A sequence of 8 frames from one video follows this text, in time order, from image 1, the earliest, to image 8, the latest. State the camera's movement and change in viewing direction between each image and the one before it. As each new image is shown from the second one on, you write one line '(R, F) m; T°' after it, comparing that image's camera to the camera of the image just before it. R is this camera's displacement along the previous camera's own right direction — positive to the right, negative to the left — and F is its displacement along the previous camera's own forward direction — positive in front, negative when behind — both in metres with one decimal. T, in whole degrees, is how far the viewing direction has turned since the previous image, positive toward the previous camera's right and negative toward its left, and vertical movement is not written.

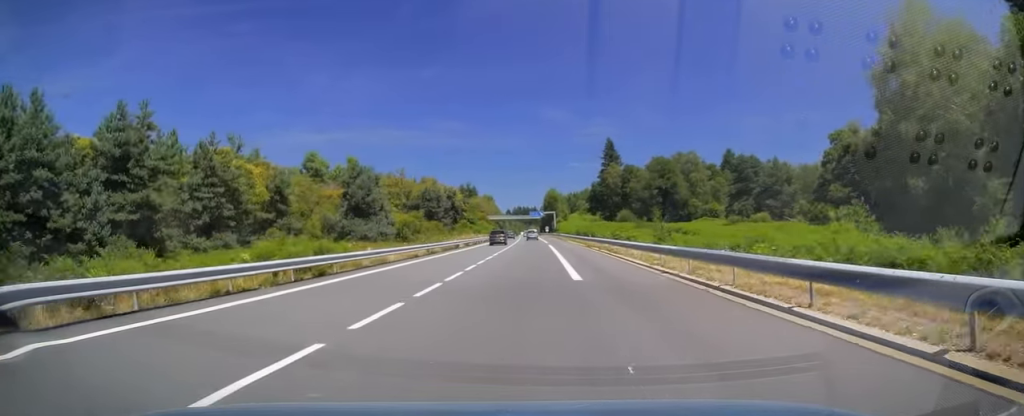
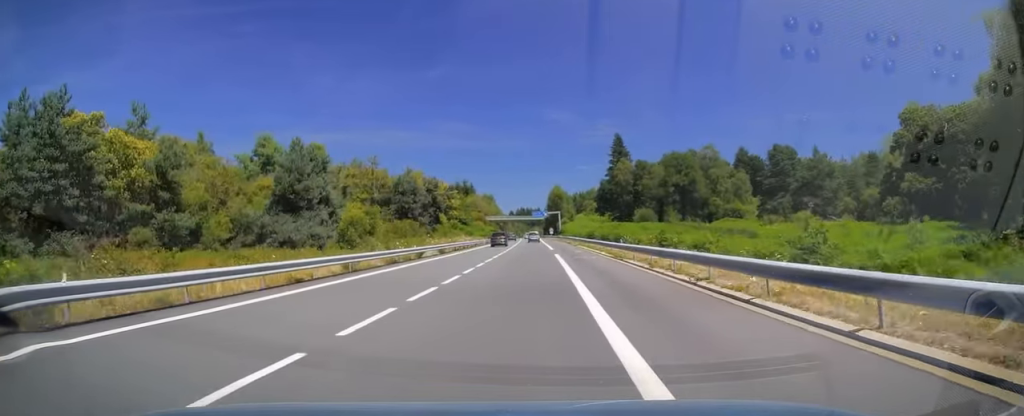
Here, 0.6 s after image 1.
(0.0, +18.1) m; -1°
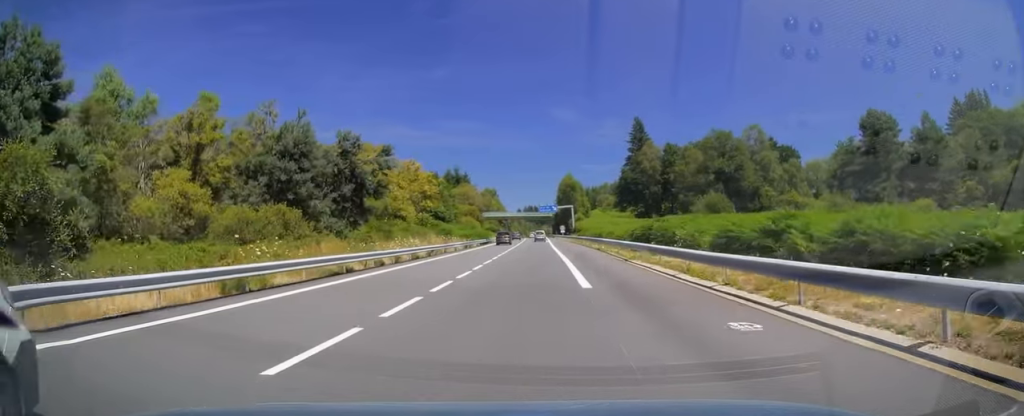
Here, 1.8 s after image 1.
(-0.4, +33.4) m; -1°
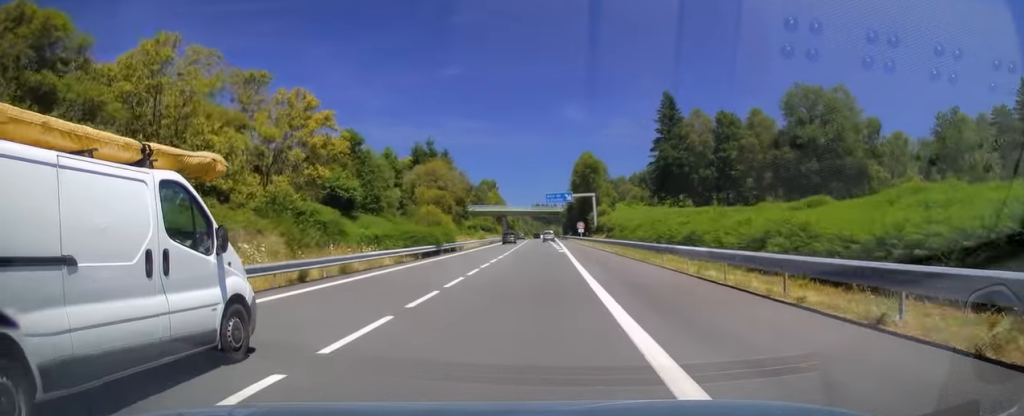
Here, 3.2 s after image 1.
(-0.2, +42.7) m; -1°
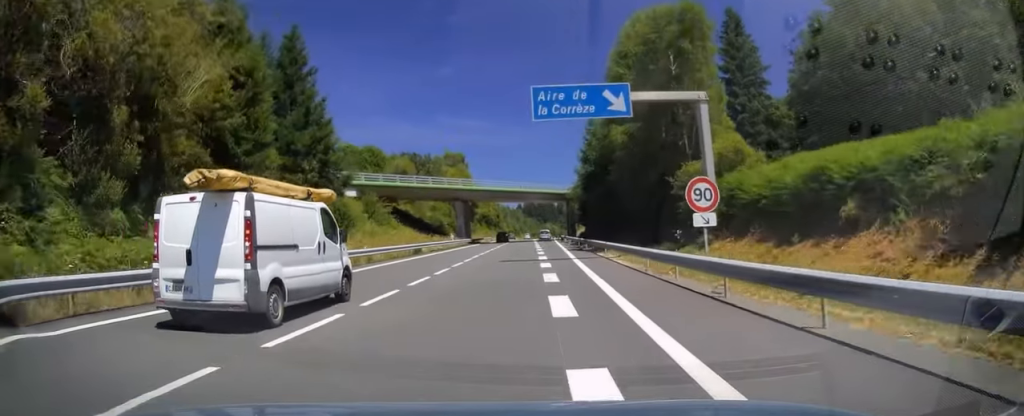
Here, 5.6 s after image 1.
(-0.7, +70.5) m; 0°
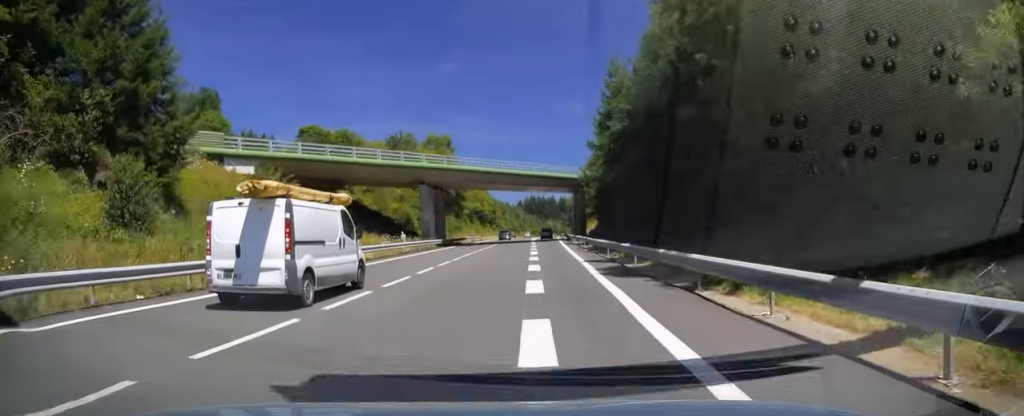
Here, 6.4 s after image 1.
(+0.1, +23.1) m; 0°
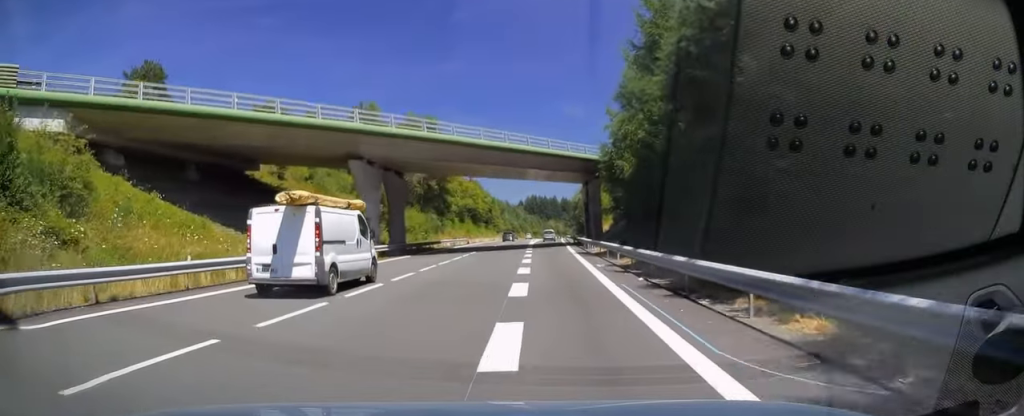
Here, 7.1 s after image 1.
(0.0, +19.9) m; 0°
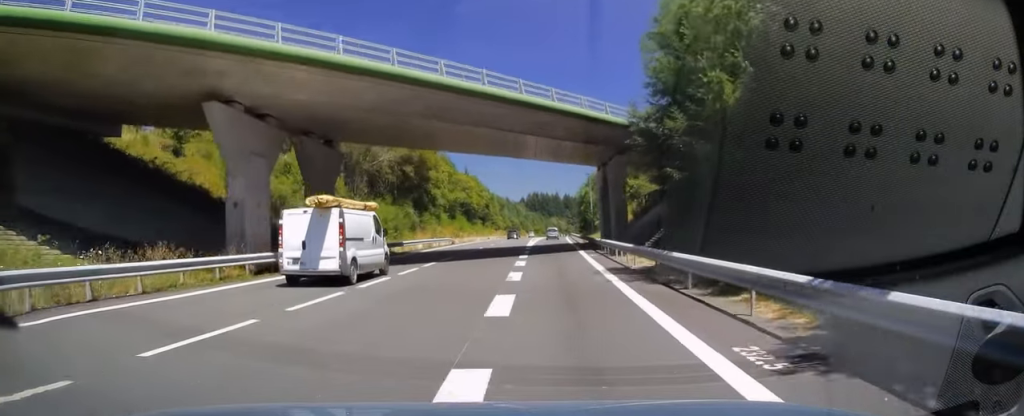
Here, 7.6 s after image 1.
(-0.1, +16.4) m; 0°
